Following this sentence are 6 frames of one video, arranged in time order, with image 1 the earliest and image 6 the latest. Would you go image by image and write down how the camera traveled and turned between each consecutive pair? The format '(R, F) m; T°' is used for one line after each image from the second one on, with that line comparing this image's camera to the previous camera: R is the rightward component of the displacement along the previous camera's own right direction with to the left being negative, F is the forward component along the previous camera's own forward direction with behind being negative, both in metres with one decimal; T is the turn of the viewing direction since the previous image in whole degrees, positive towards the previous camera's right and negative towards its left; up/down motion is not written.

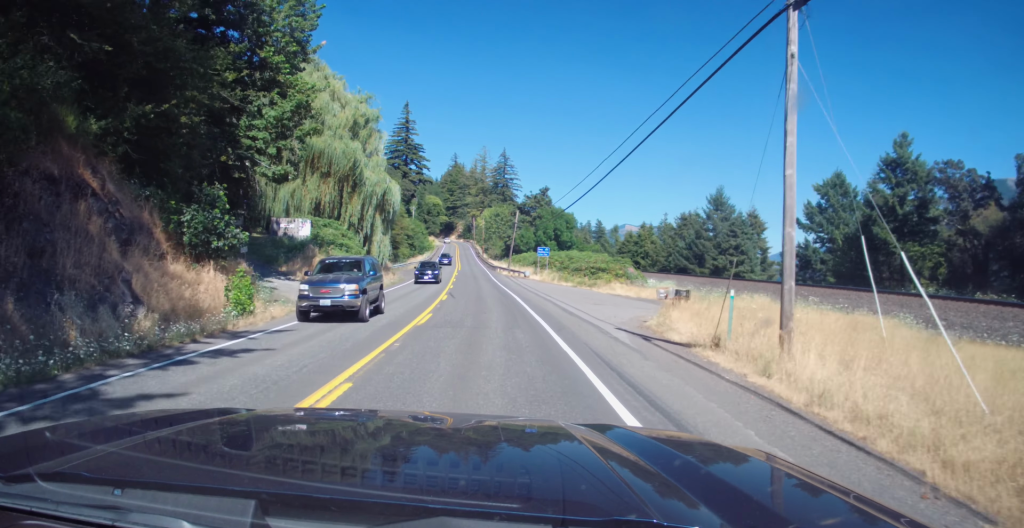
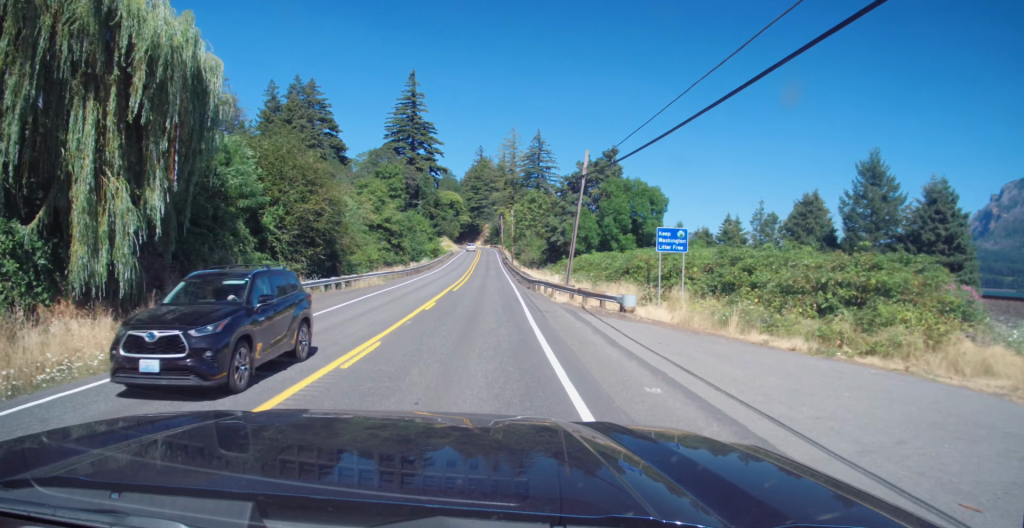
(0.0, +43.5) m; -2°
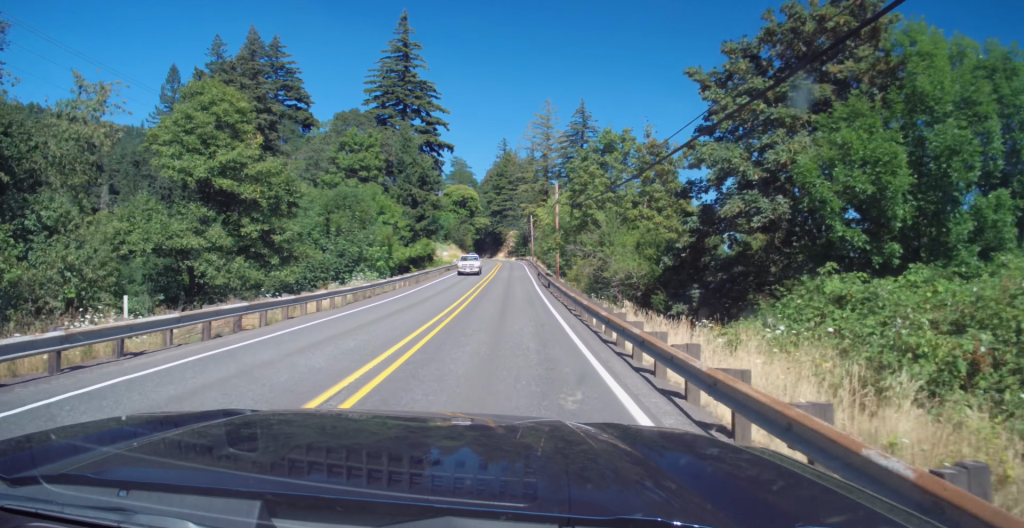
(-2.5, +47.0) m; -4°
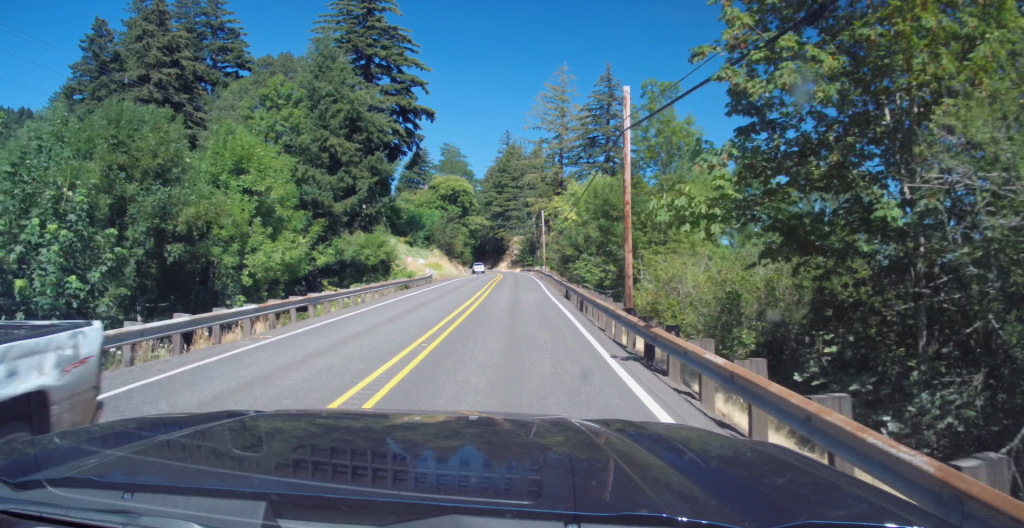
(0.0, +30.5) m; 0°
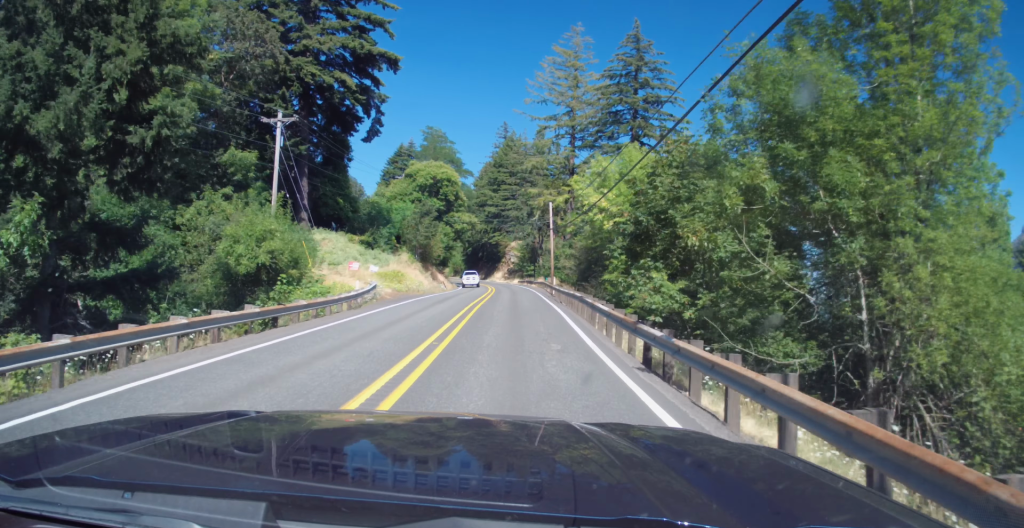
(0.0, +23.0) m; +1°
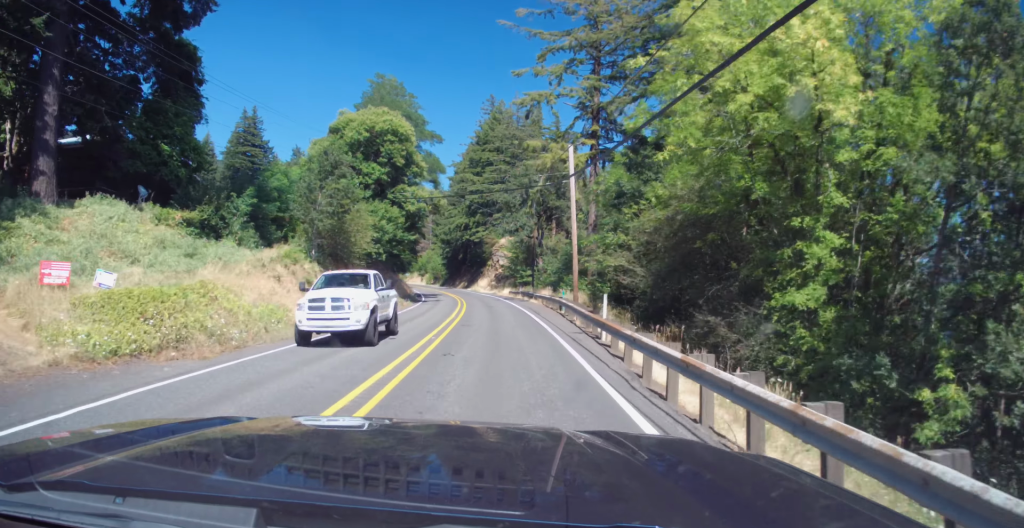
(+0.4, +31.9) m; 0°
